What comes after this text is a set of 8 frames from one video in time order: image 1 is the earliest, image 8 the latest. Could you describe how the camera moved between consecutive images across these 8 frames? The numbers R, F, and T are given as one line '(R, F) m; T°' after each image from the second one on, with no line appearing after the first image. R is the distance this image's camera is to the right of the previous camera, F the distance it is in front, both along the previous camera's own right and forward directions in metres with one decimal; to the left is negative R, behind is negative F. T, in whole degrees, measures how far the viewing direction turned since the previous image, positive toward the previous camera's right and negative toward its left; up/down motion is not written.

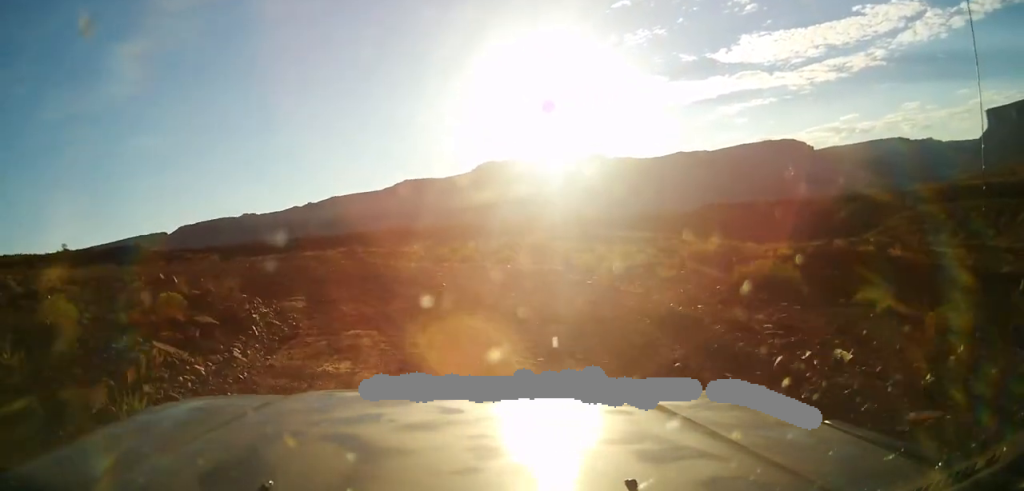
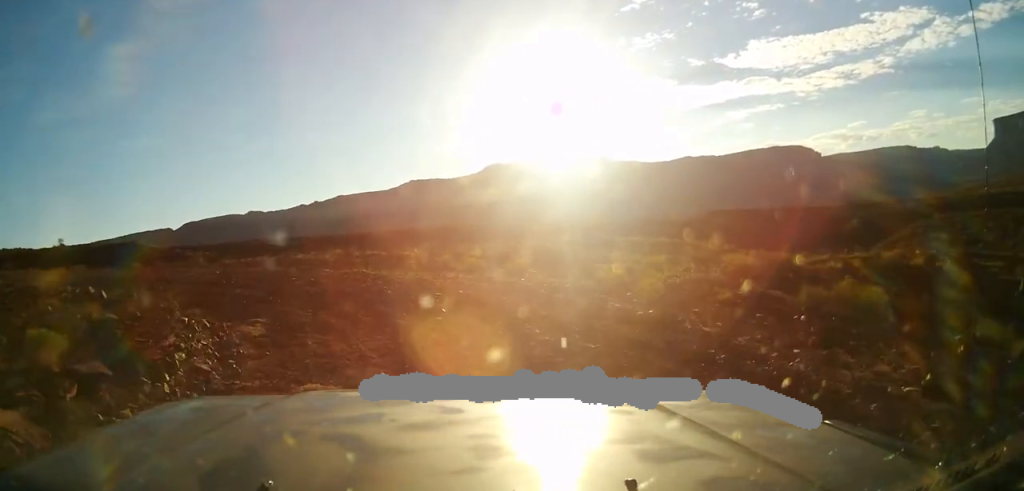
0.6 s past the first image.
(0.0, +3.2) m; 0°
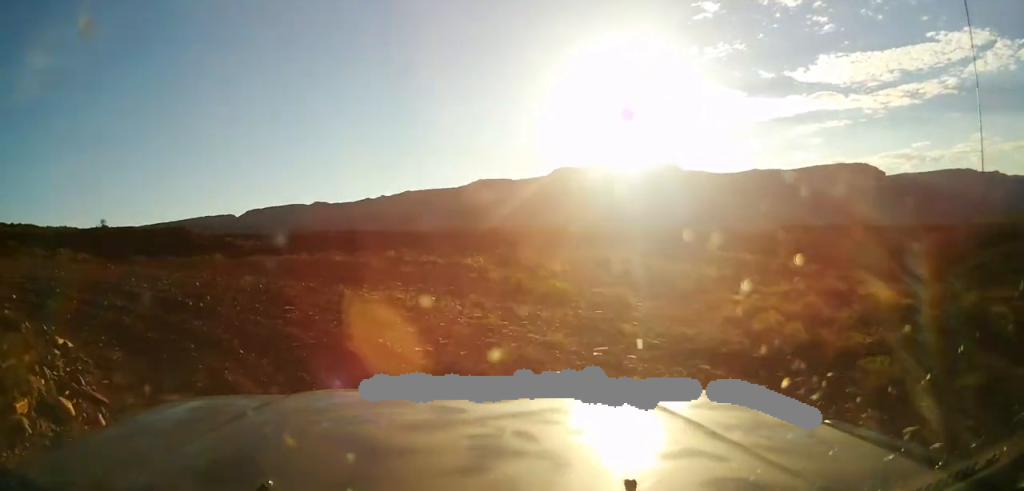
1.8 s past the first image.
(0.0, +5.4) m; -18°
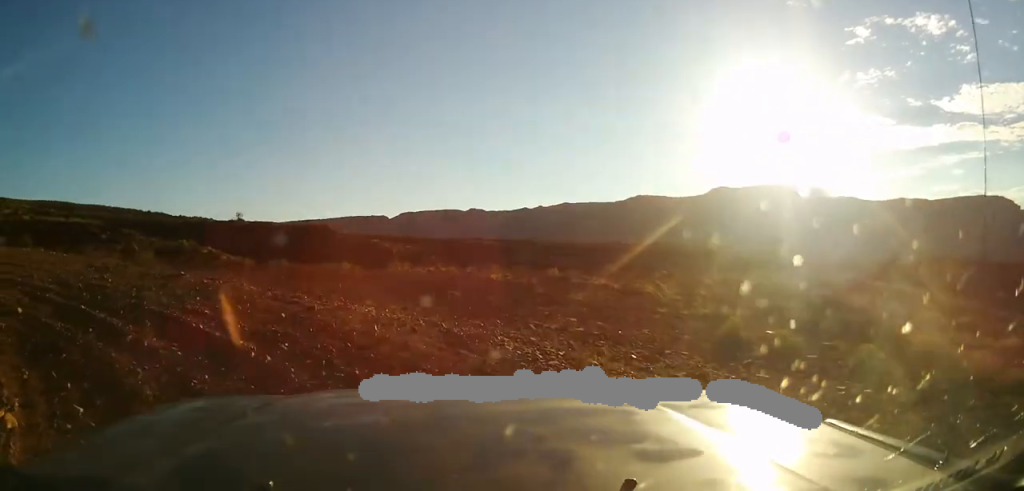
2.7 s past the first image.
(-1.3, +3.6) m; -22°
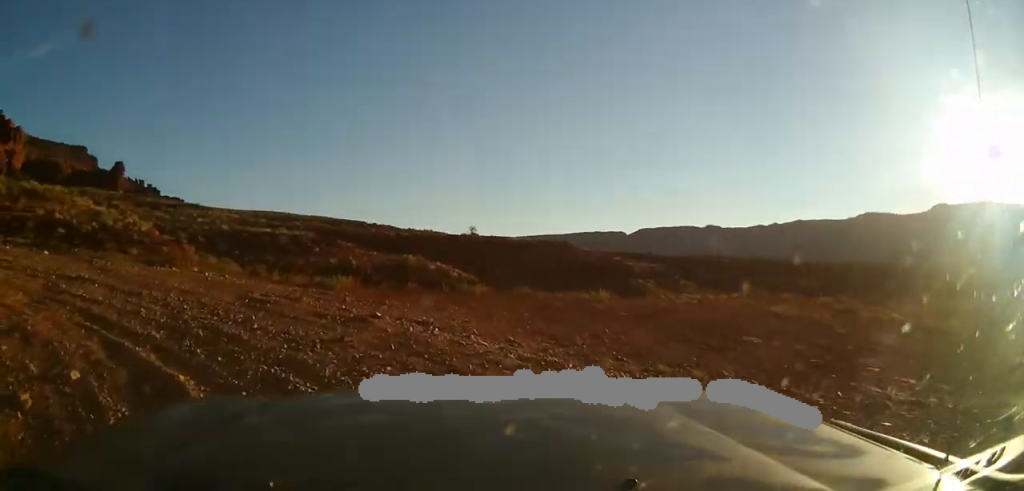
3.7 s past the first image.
(-0.3, +3.7) m; -7°
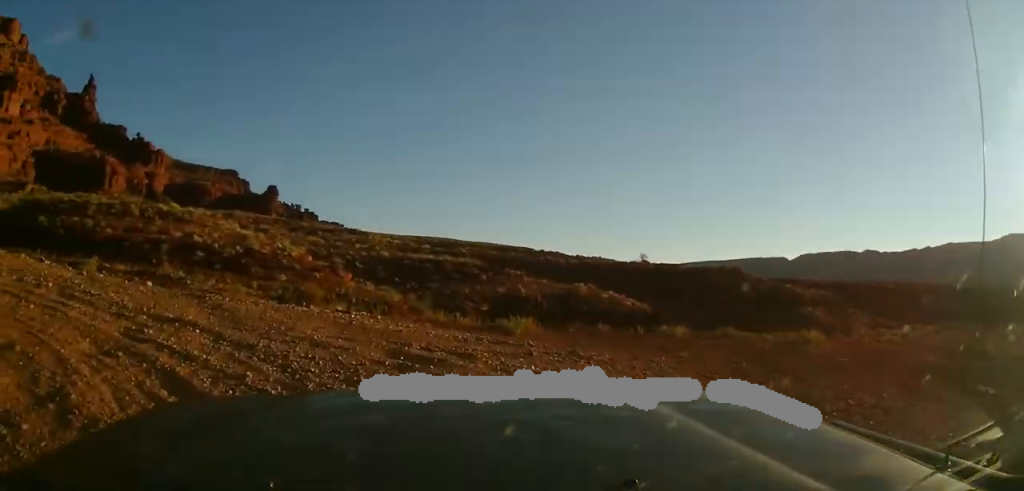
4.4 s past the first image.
(-0.1, +2.1) m; -12°
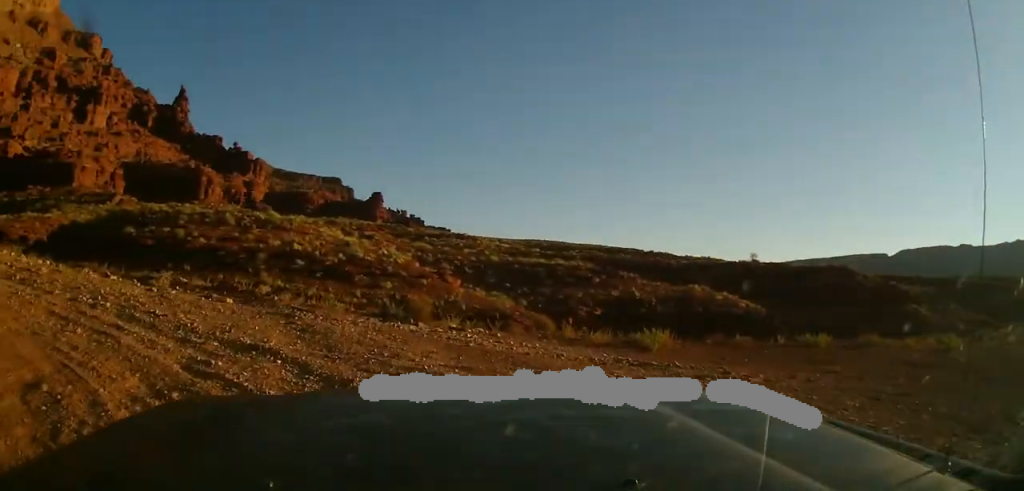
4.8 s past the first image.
(+0.2, +1.2) m; -10°
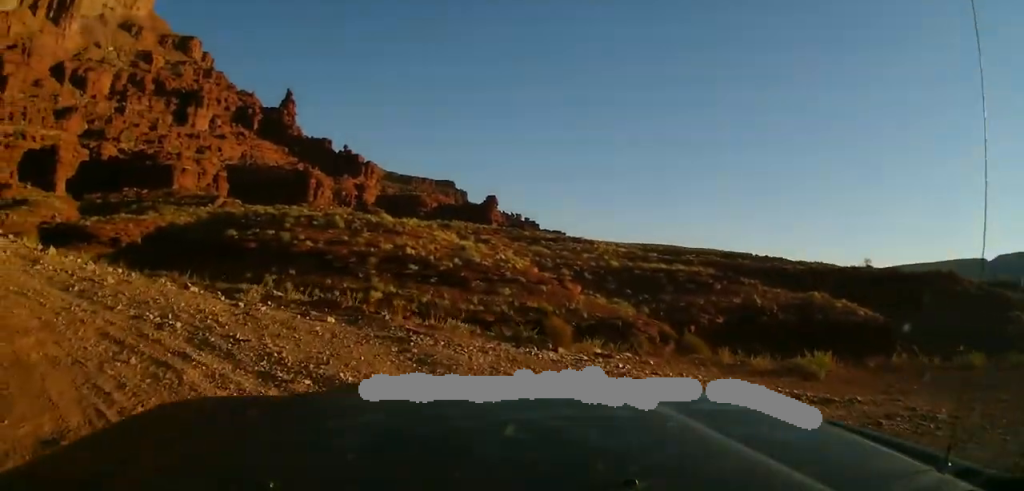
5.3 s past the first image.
(-0.4, +1.4) m; -15°
